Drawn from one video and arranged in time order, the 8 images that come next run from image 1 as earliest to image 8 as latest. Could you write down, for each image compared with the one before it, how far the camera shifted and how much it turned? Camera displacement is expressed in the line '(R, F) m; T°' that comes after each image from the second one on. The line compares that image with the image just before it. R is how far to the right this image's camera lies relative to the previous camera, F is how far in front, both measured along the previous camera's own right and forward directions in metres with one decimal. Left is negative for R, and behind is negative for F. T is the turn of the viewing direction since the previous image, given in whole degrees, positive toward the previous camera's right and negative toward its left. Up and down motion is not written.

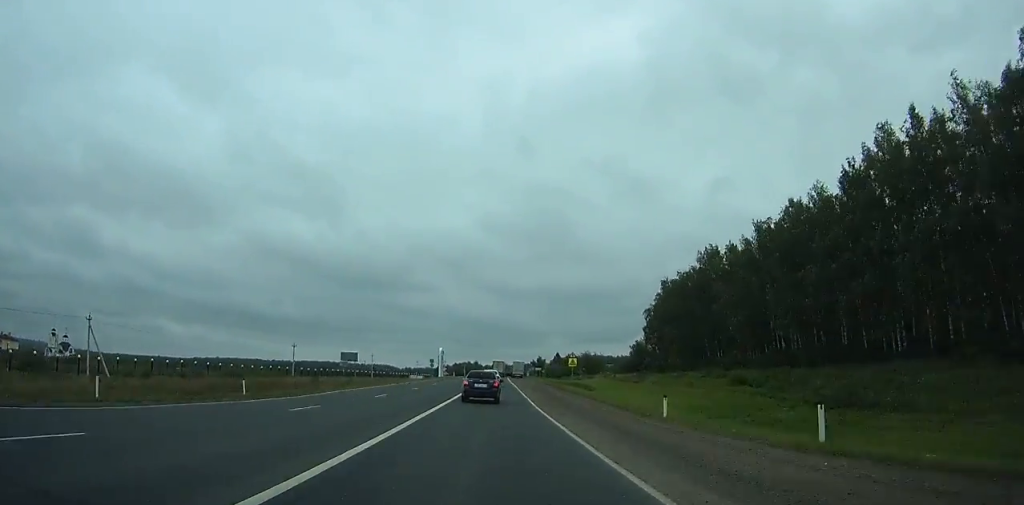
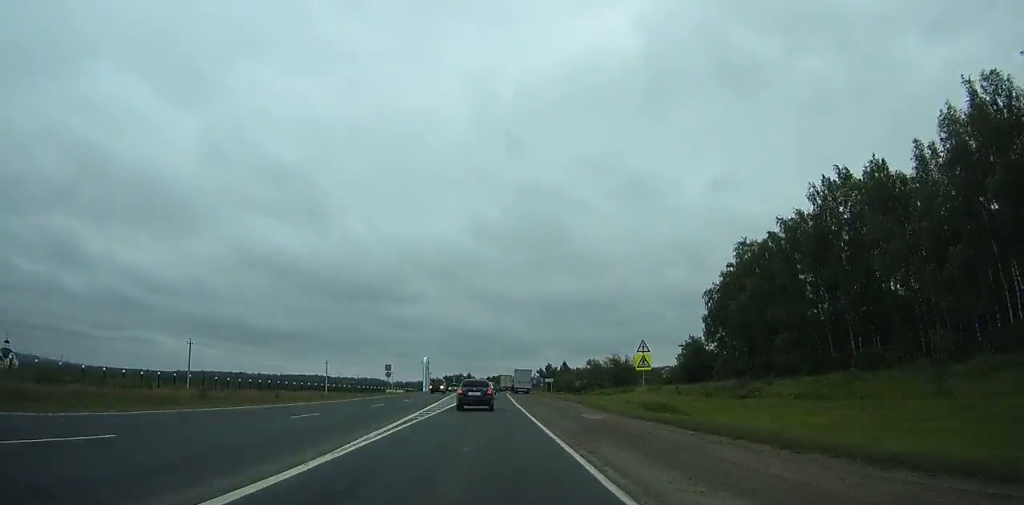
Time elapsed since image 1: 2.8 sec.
(+0.2, +48.1) m; 0°
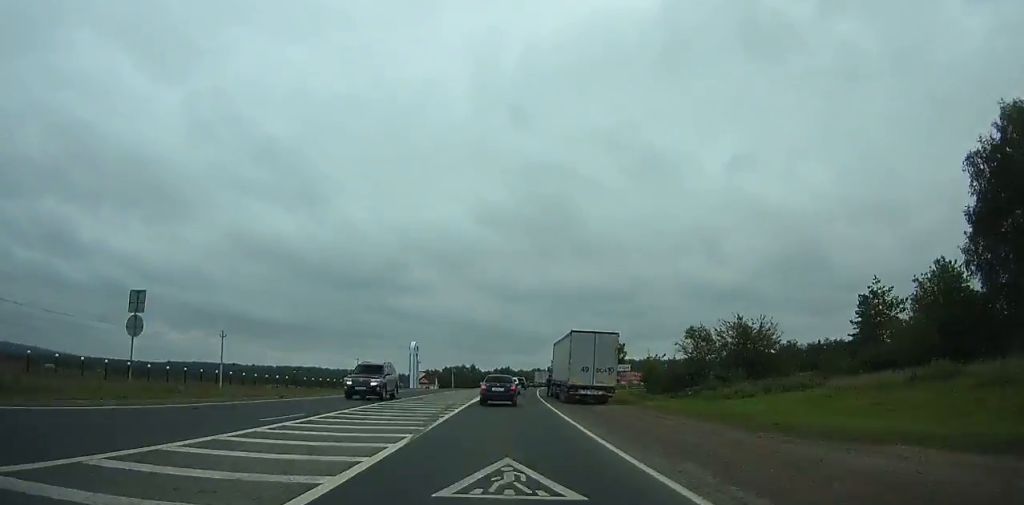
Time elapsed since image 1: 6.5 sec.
(-0.1, +61.8) m; +1°
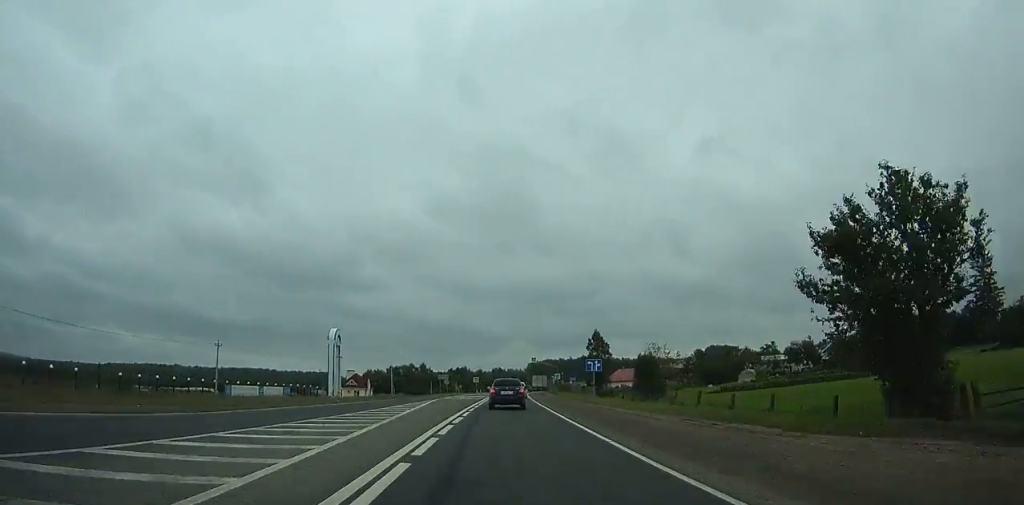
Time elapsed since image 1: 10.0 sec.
(+1.0, +57.2) m; +3°
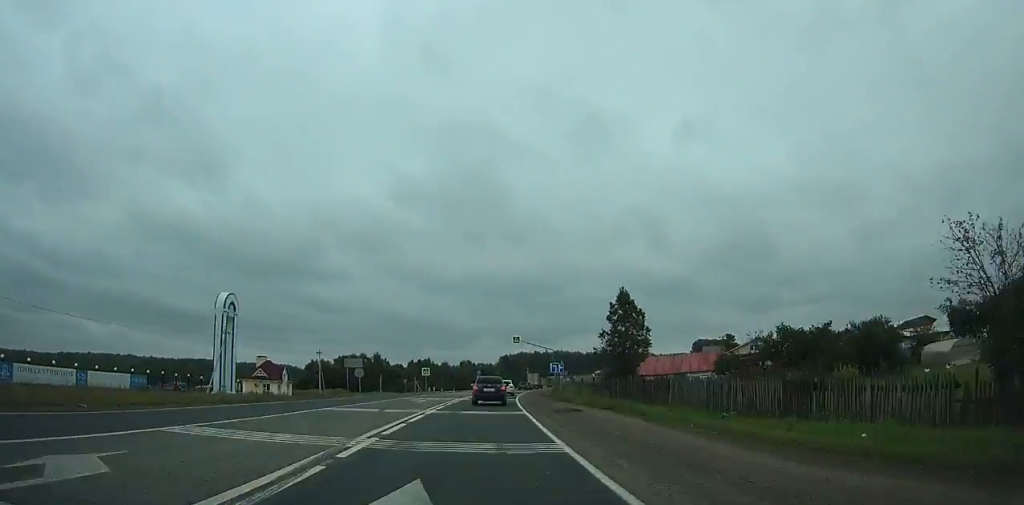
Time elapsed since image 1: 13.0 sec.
(+1.2, +48.7) m; +2°
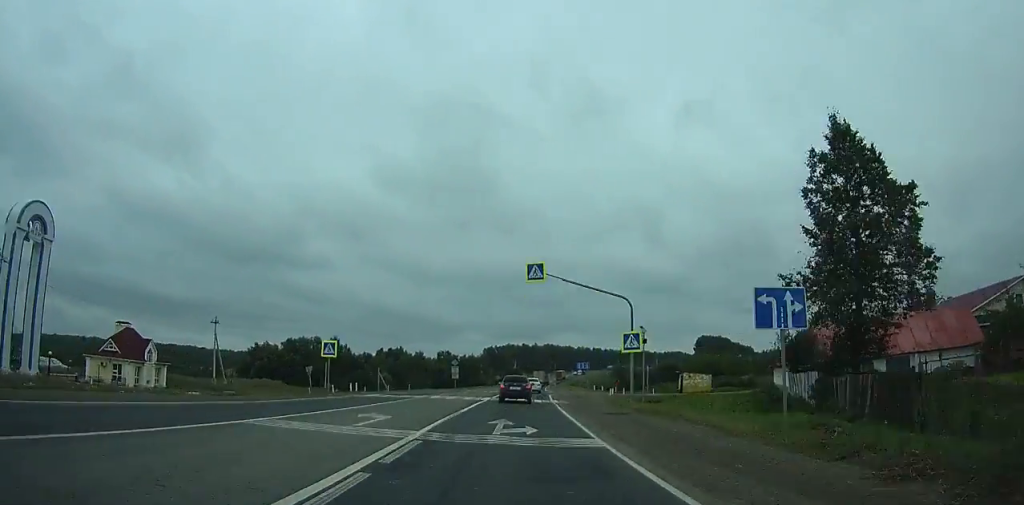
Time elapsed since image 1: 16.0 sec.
(+0.8, +49.3) m; +3°
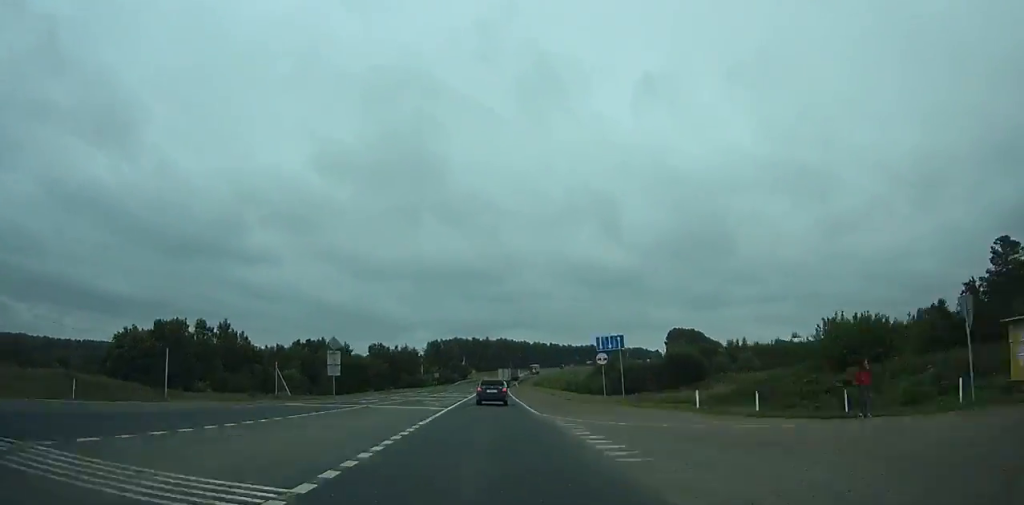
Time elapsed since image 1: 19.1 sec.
(+1.7, +51.9) m; +3°
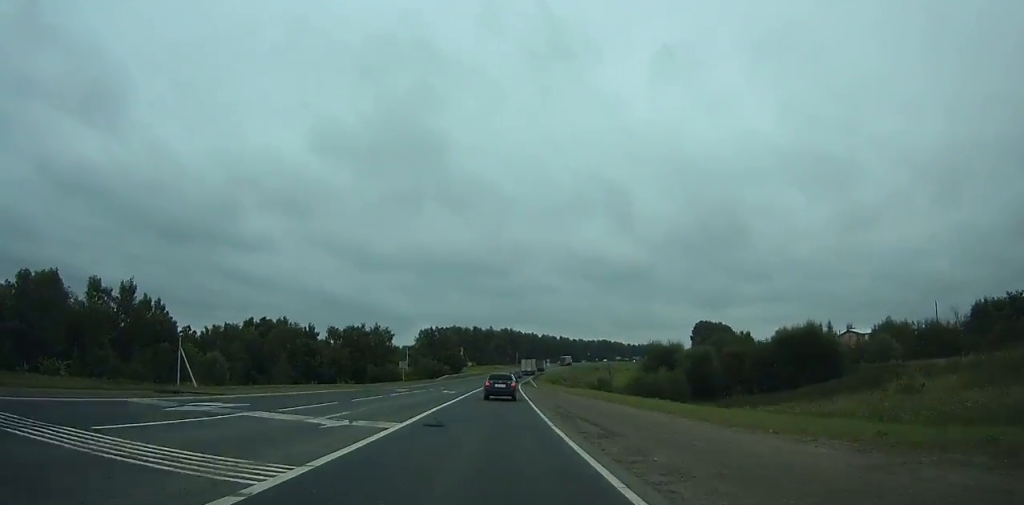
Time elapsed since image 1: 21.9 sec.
(+0.9, +47.9) m; +2°
